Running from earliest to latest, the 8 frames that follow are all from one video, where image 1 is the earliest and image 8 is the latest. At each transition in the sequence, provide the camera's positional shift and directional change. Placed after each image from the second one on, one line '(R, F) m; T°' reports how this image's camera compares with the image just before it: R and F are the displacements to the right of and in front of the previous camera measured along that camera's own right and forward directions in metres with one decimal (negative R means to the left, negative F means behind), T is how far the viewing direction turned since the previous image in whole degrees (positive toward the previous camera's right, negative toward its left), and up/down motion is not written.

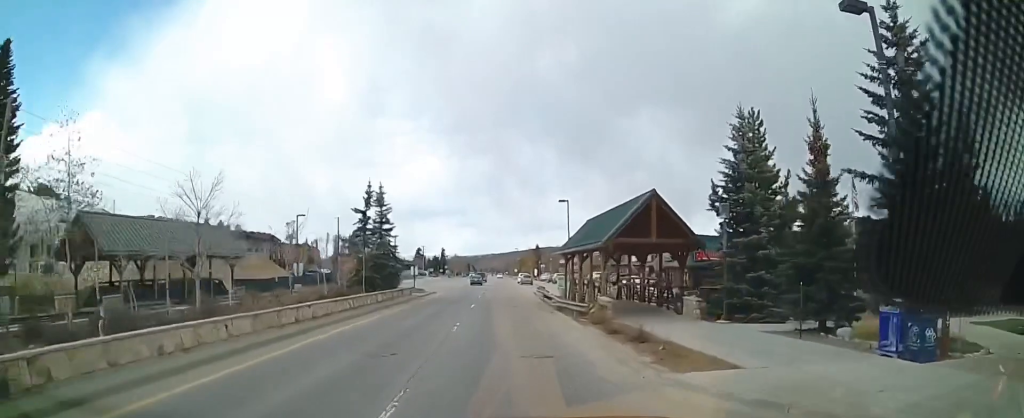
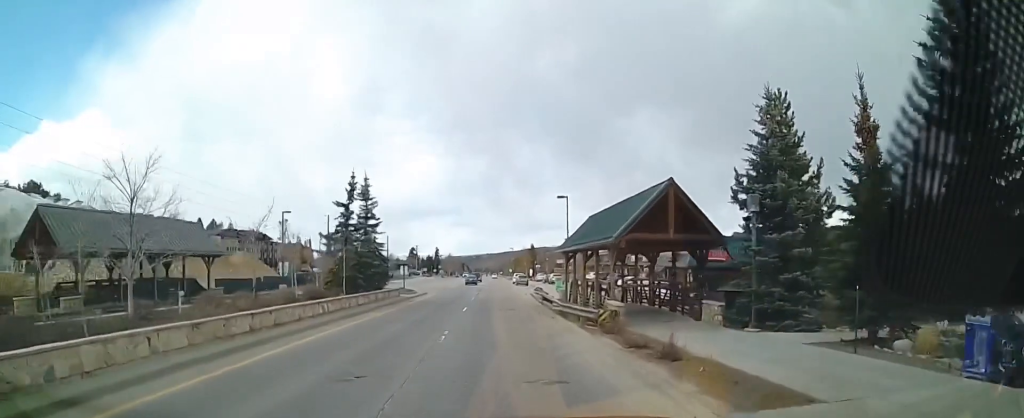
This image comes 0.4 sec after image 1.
(0.0, +3.2) m; 0°
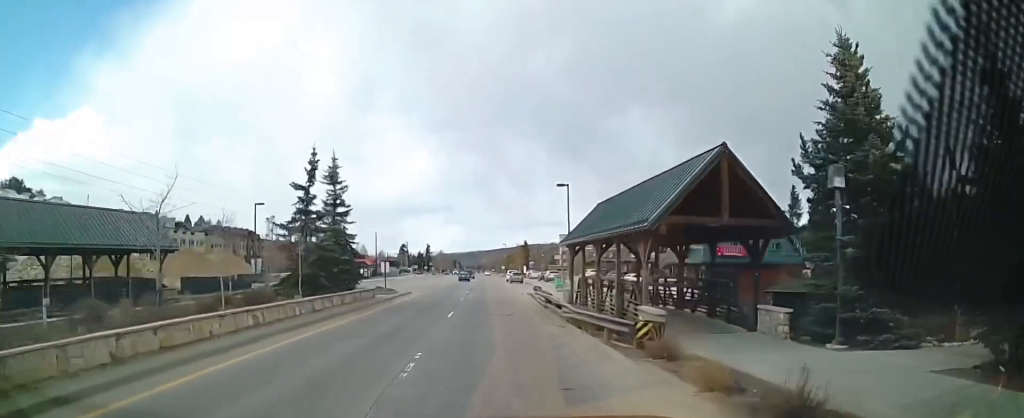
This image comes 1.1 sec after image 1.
(-0.1, +5.3) m; 0°
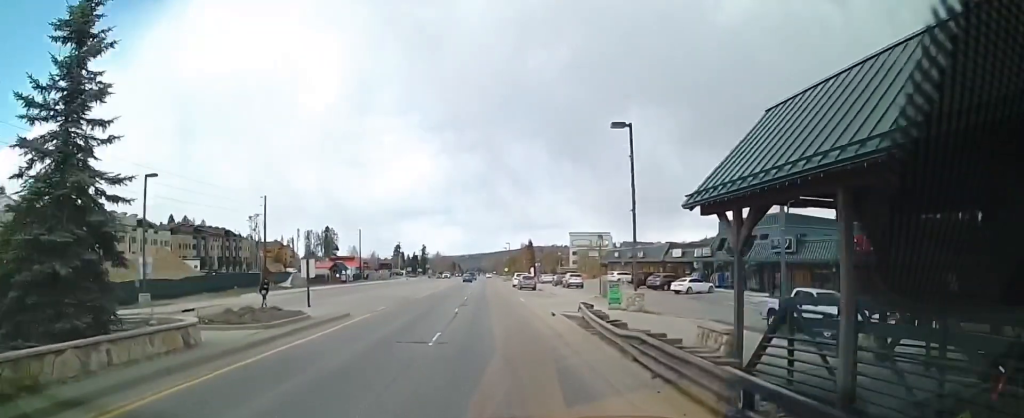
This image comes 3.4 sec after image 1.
(+0.3, +18.7) m; +2°
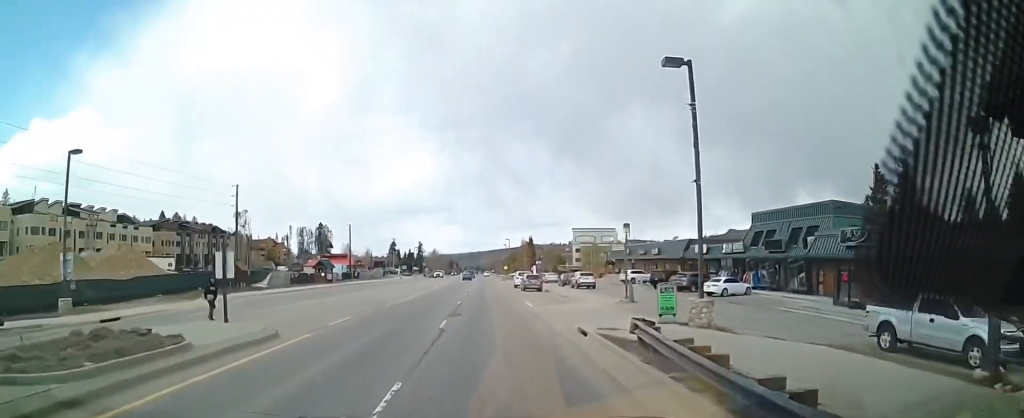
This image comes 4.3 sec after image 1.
(+0.1, +7.8) m; +1°
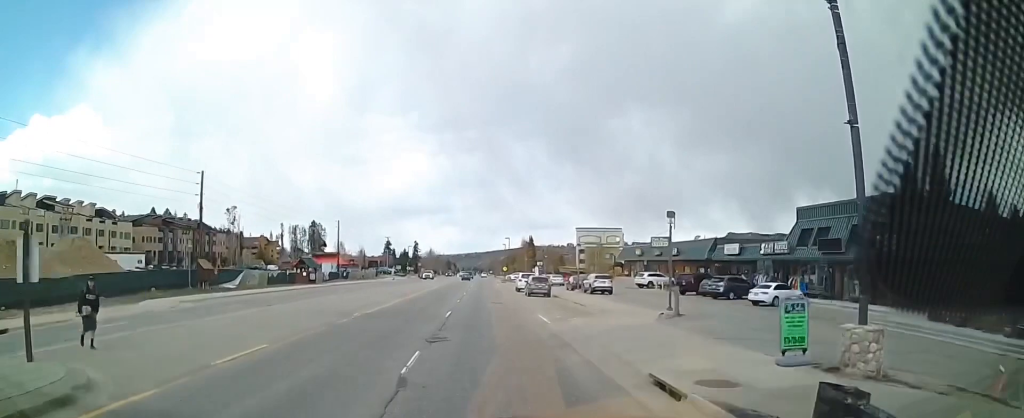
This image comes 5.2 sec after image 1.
(0.0, +8.1) m; +2°
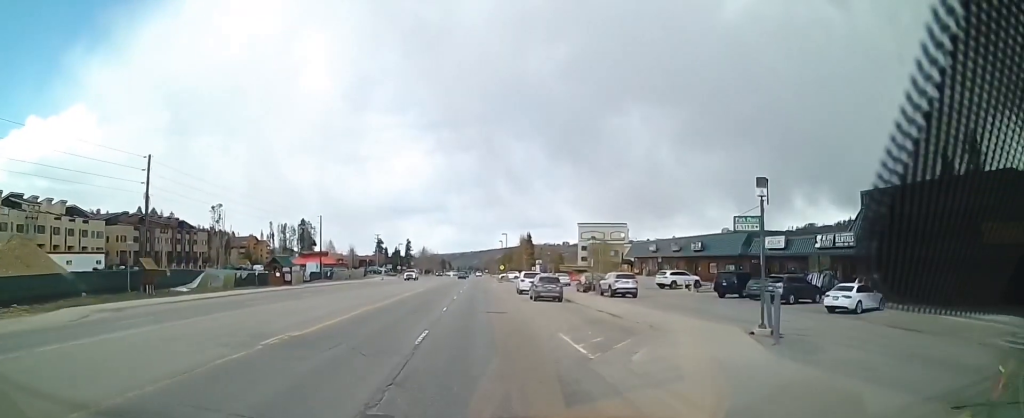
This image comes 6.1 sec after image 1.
(+0.2, +8.9) m; 0°
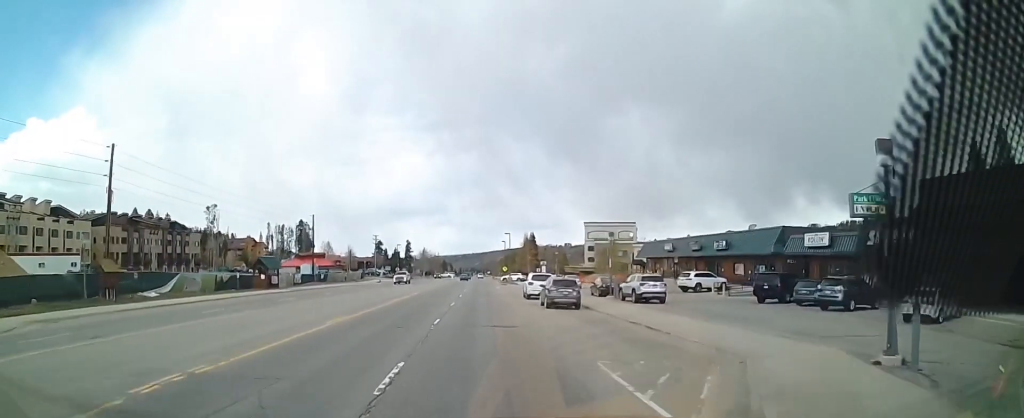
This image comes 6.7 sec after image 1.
(+0.1, +5.6) m; -1°
